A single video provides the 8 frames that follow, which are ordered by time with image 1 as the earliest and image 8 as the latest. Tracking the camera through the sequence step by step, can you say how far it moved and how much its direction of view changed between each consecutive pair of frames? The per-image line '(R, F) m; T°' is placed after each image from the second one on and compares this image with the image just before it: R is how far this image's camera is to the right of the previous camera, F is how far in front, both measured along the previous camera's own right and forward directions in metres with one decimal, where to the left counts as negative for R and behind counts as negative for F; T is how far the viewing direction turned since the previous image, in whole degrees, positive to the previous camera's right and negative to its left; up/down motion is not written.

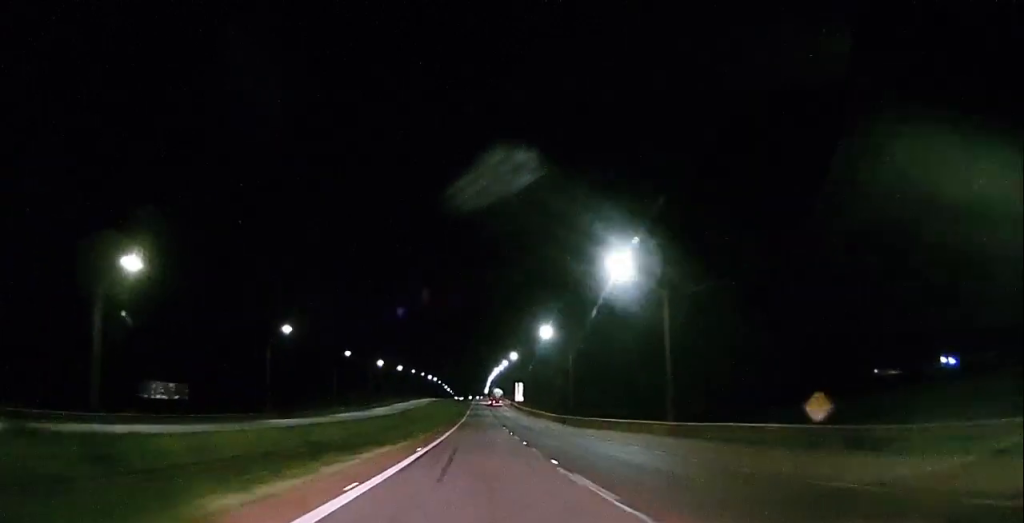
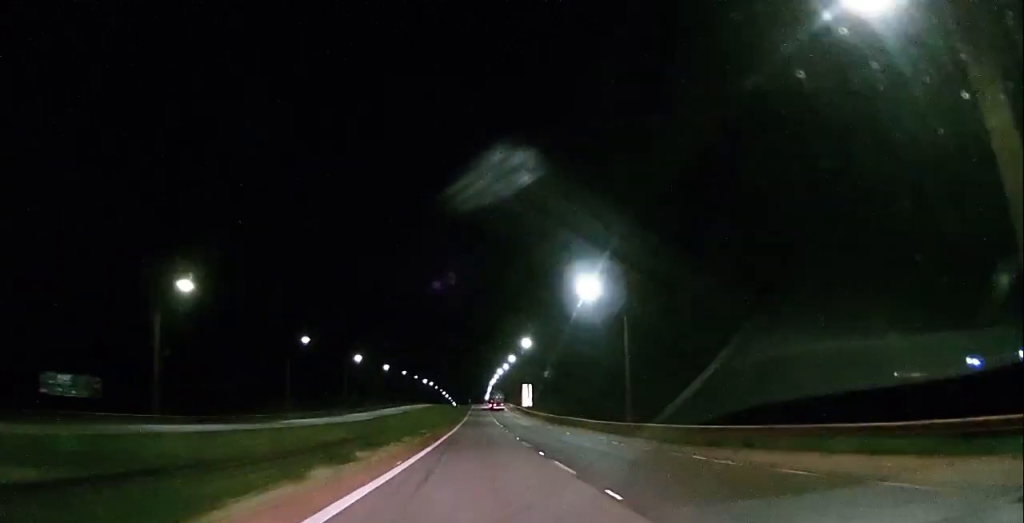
(-0.1, +30.5) m; 0°
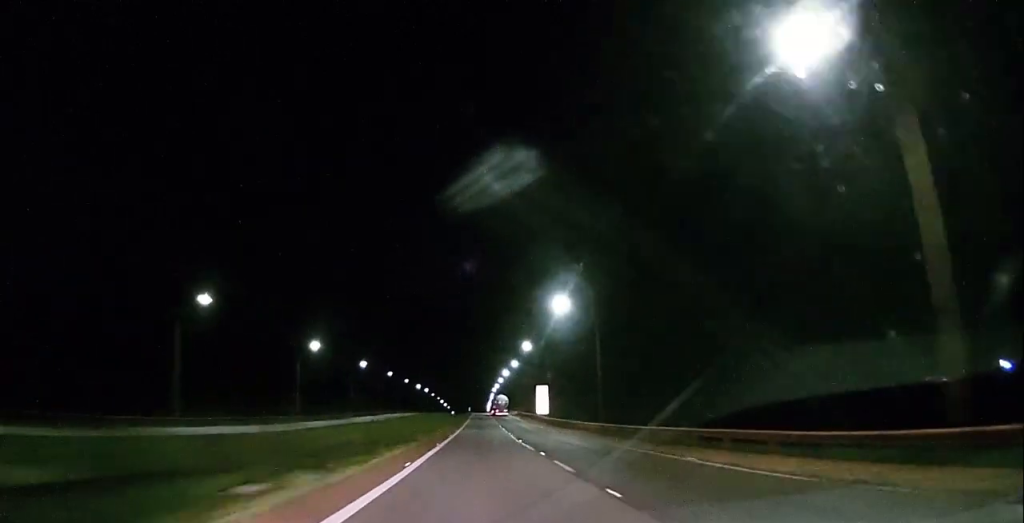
(0.0, +36.0) m; 0°
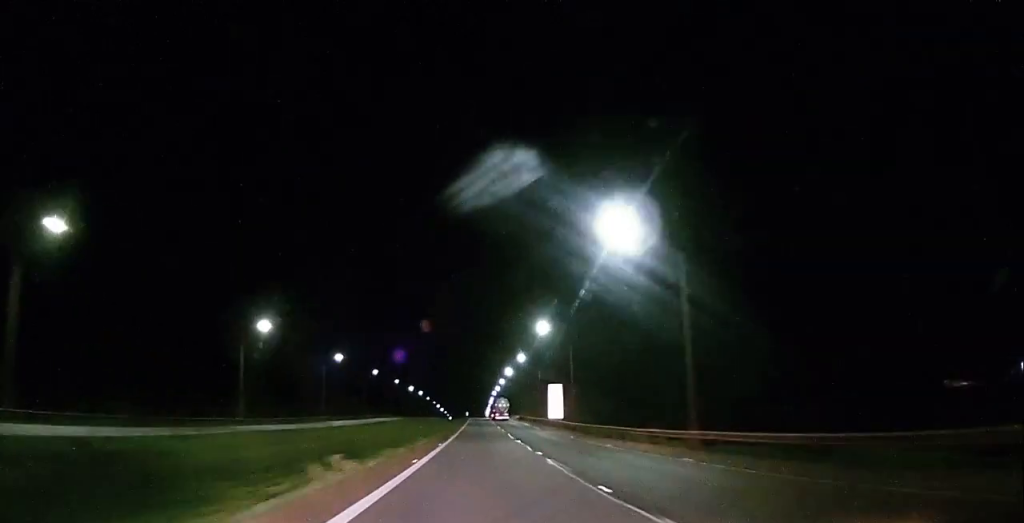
(0.0, +23.4) m; 0°
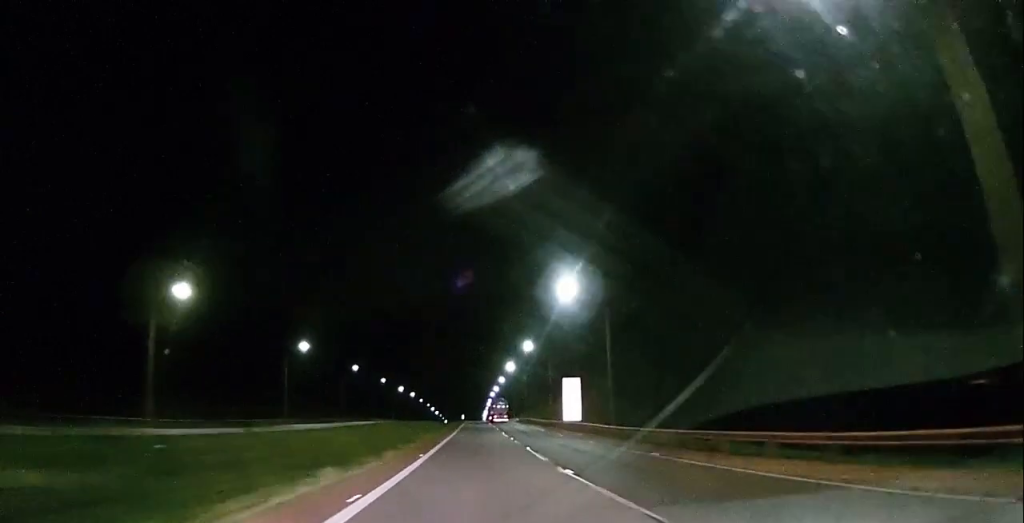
(0.0, +21.3) m; 0°
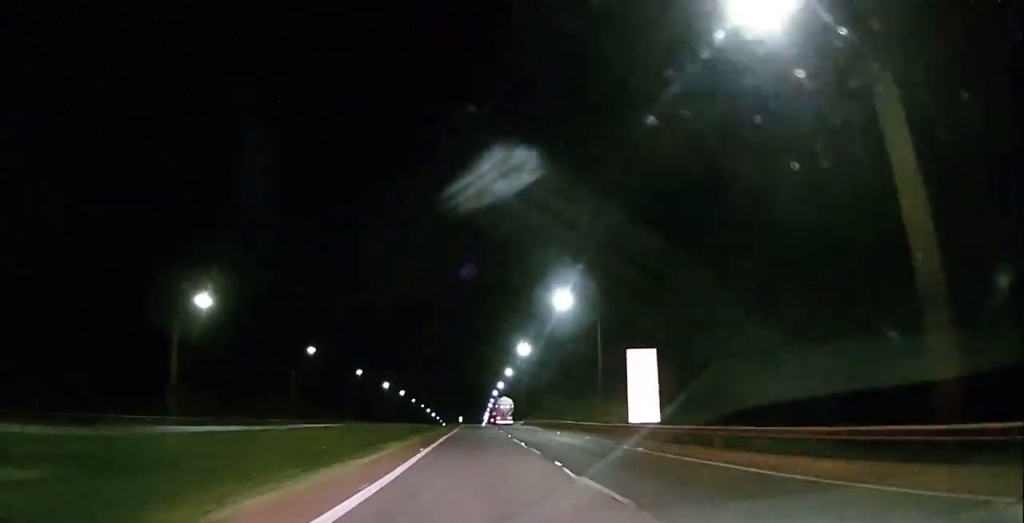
(0.0, +36.0) m; 0°
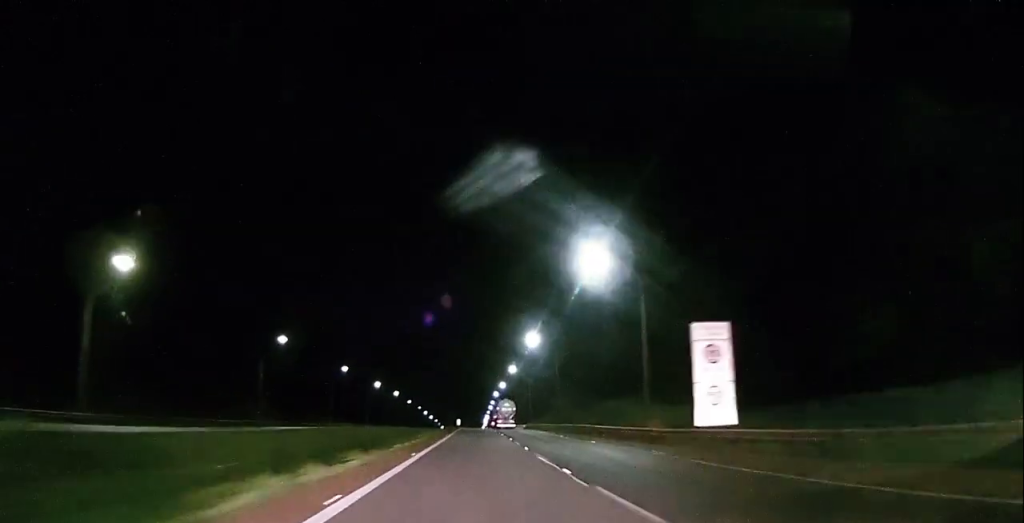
(0.0, +14.8) m; 0°
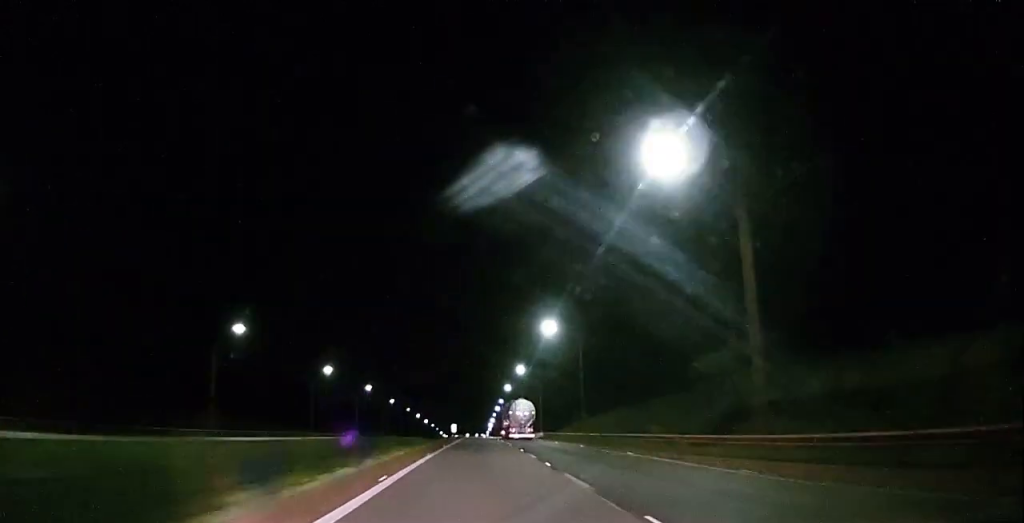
(0.0, +57.6) m; 0°
